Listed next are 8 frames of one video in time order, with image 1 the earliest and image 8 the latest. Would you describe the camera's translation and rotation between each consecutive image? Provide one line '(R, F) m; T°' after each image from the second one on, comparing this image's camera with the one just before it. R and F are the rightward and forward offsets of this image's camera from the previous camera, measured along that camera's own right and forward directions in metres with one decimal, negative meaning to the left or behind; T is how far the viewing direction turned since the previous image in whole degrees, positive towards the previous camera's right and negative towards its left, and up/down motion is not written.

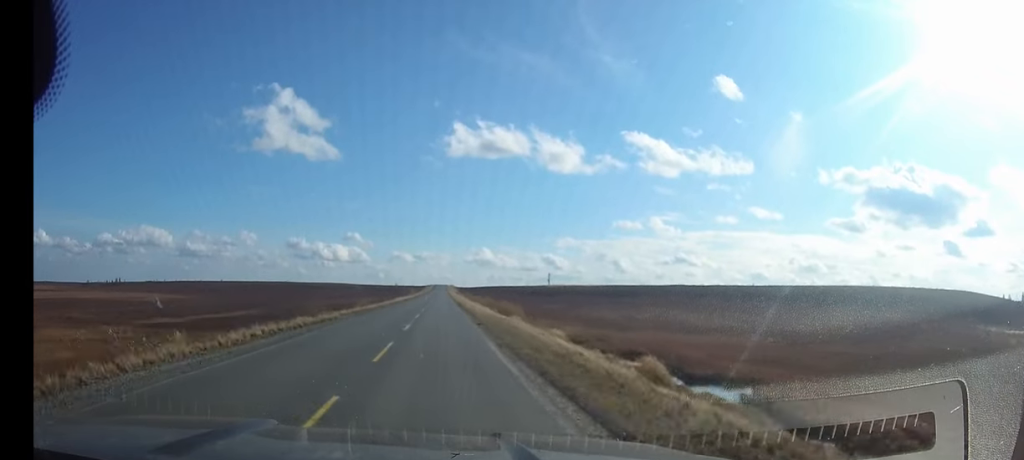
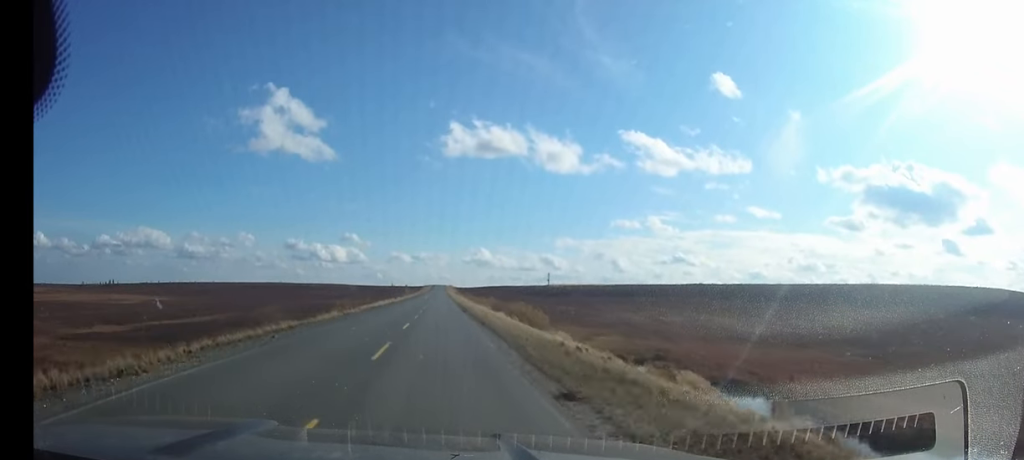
(0.0, +18.5) m; 0°
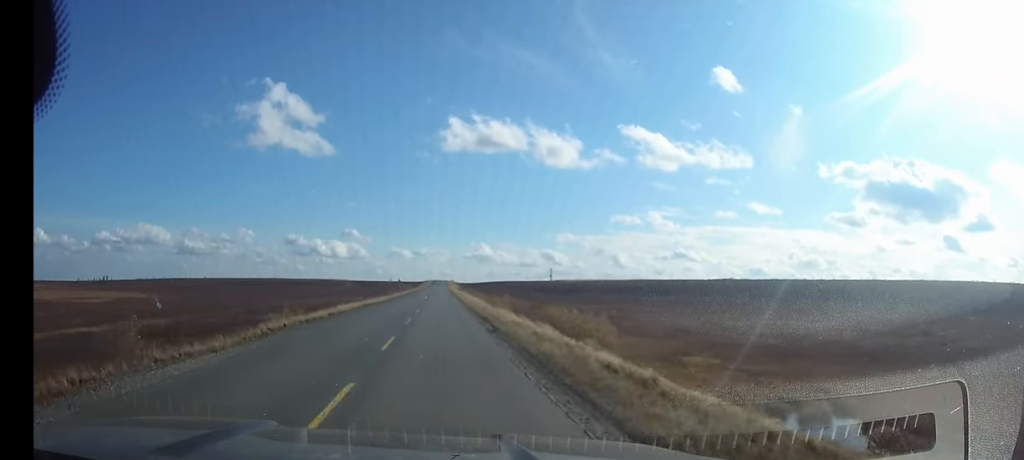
(0.0, +25.3) m; 0°
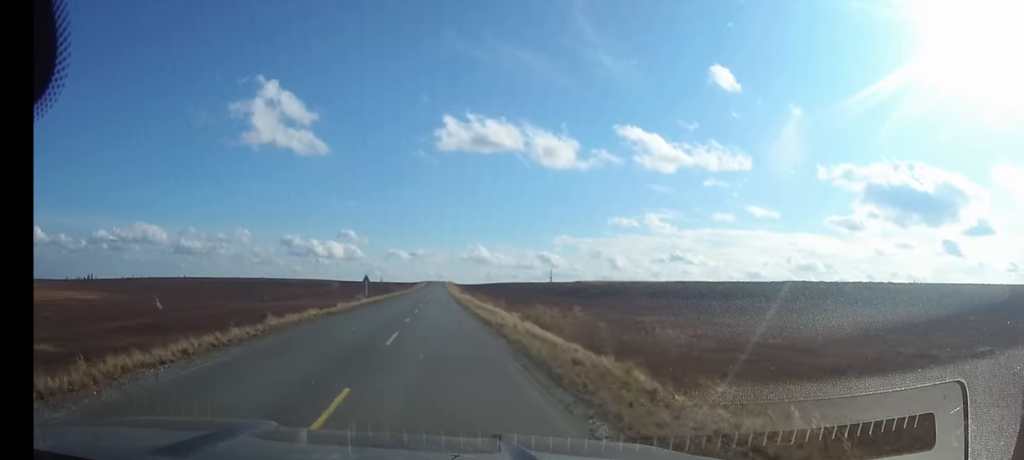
(0.0, +45.0) m; 0°
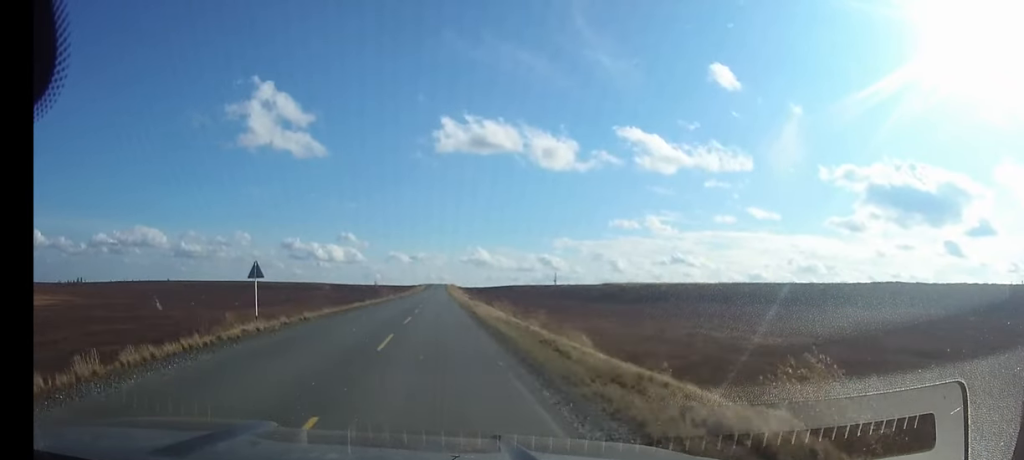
(0.0, +38.3) m; 0°
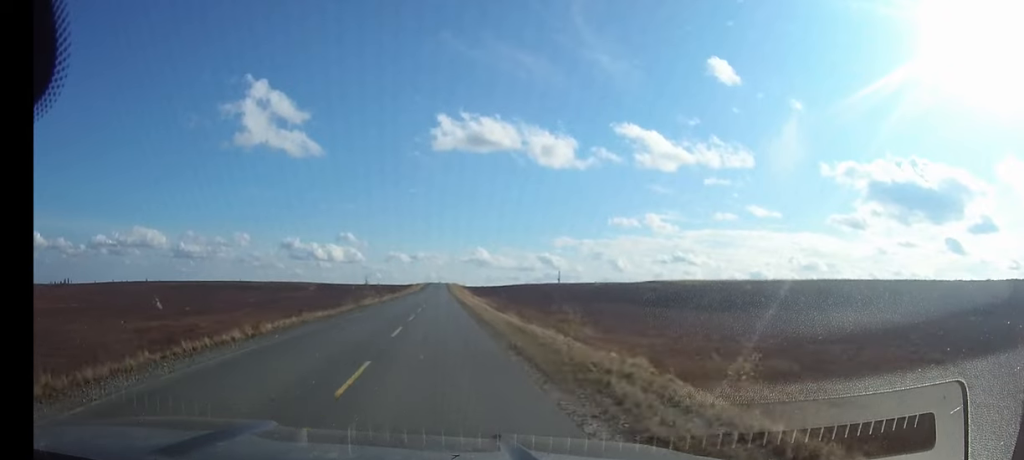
(0.0, +42.2) m; 0°
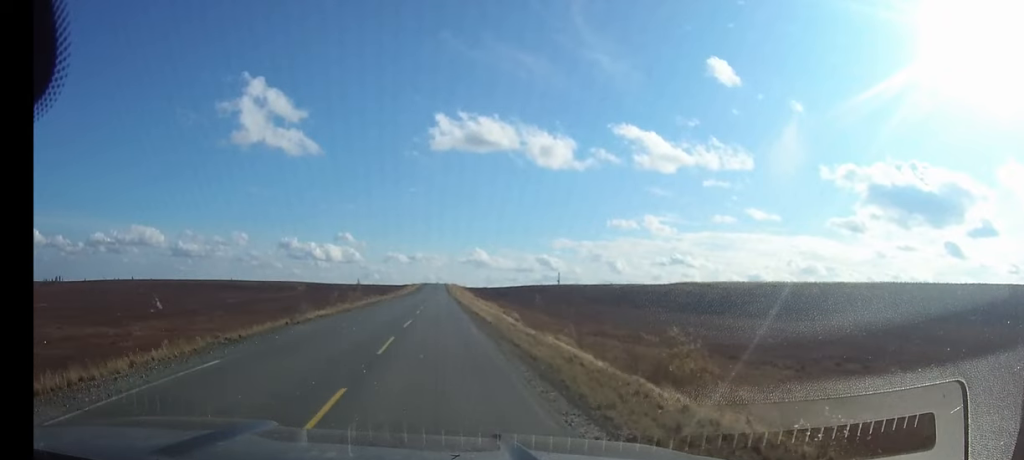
(0.0, +21.4) m; 0°
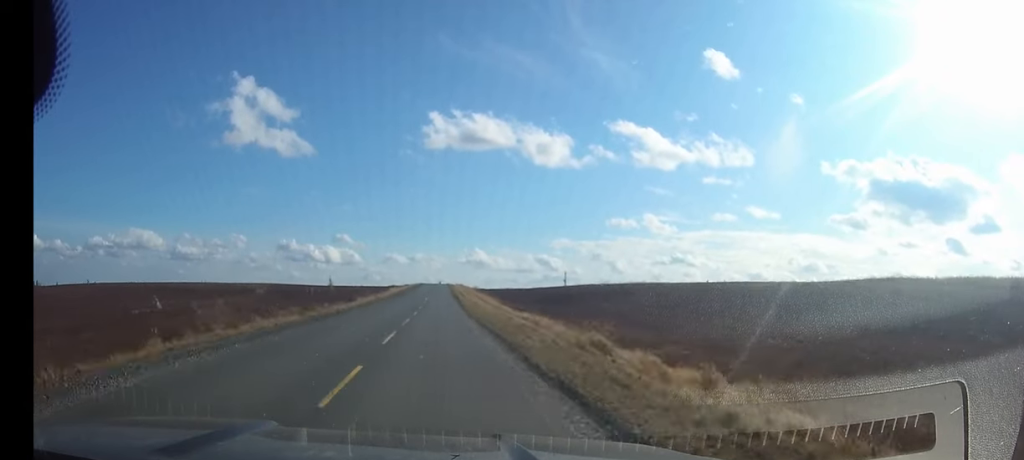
(+0.1, +64.7) m; 0°
